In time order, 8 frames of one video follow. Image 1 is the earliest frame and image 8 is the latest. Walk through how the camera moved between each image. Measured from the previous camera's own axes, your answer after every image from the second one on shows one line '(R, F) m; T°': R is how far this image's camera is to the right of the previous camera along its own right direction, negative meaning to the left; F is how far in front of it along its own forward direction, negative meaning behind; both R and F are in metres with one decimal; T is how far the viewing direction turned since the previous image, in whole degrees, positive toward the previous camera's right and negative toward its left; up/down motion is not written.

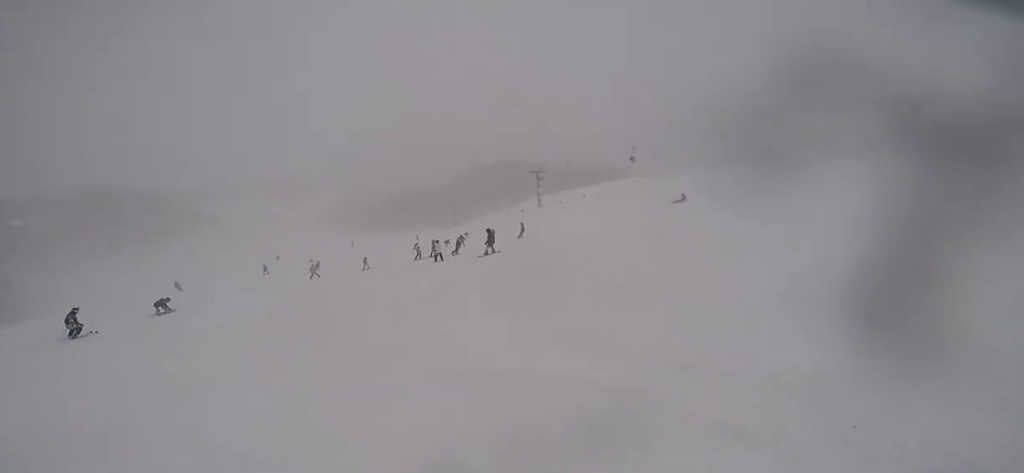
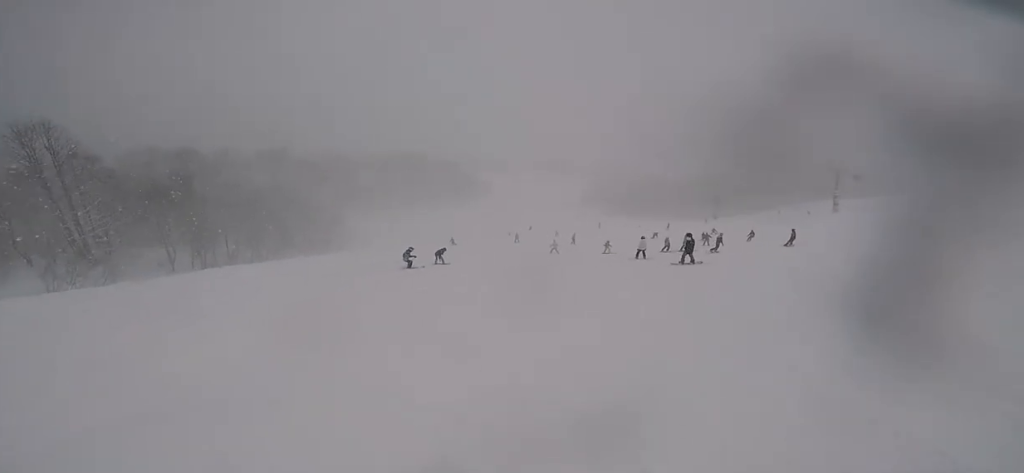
(-1.0, +2.4) m; -25°
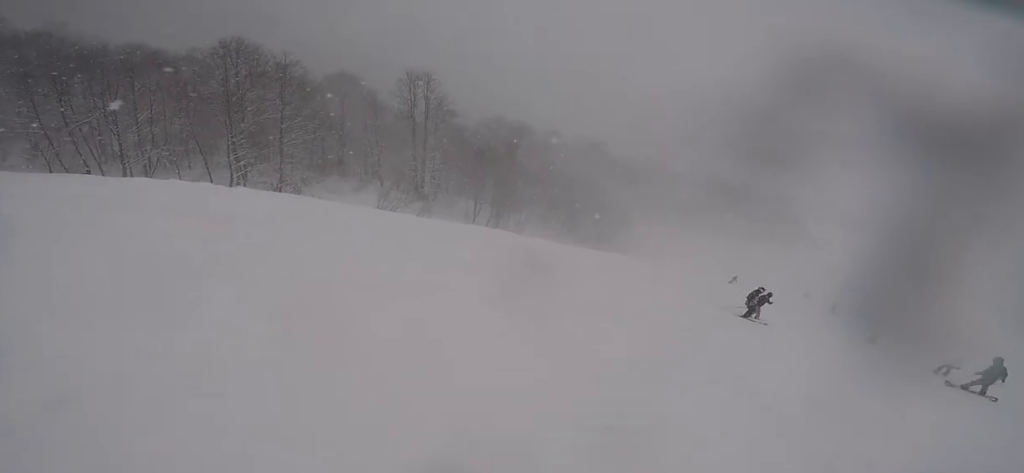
(-0.4, +4.2) m; -16°
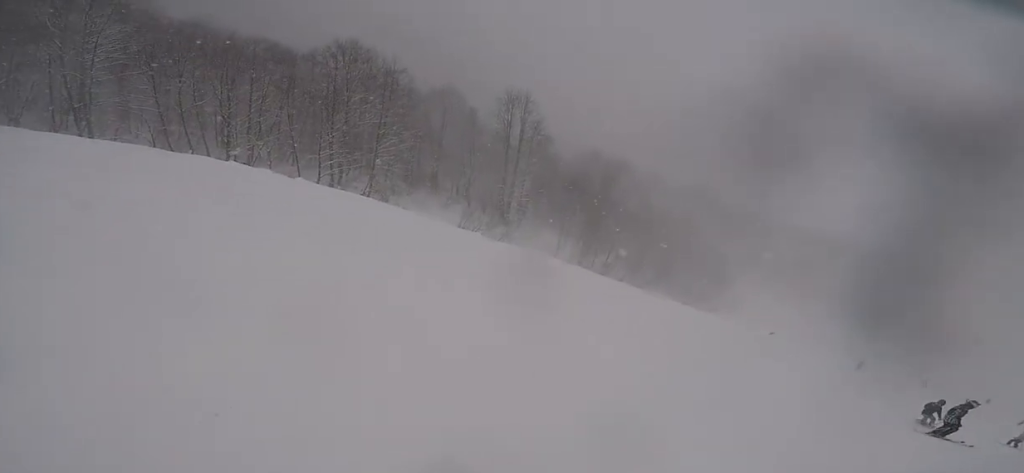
(-0.6, +2.5) m; -4°
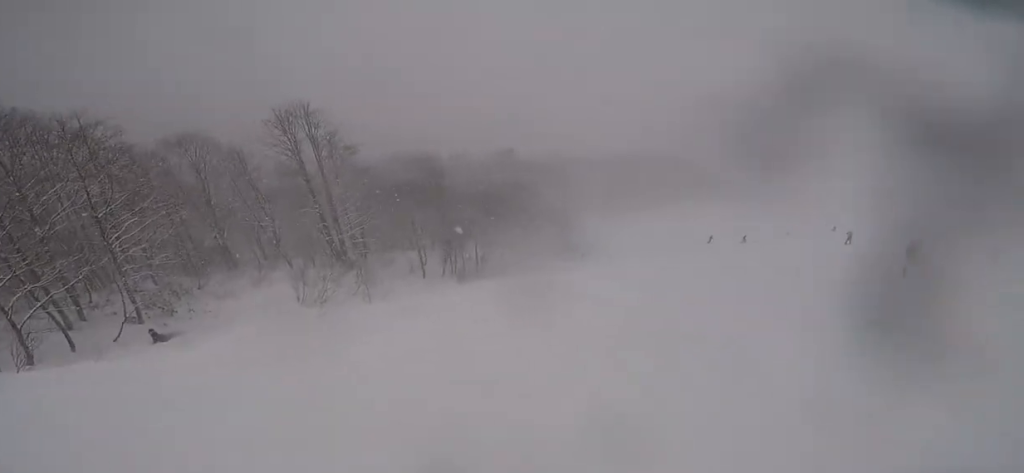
(+1.4, +8.7) m; +58°
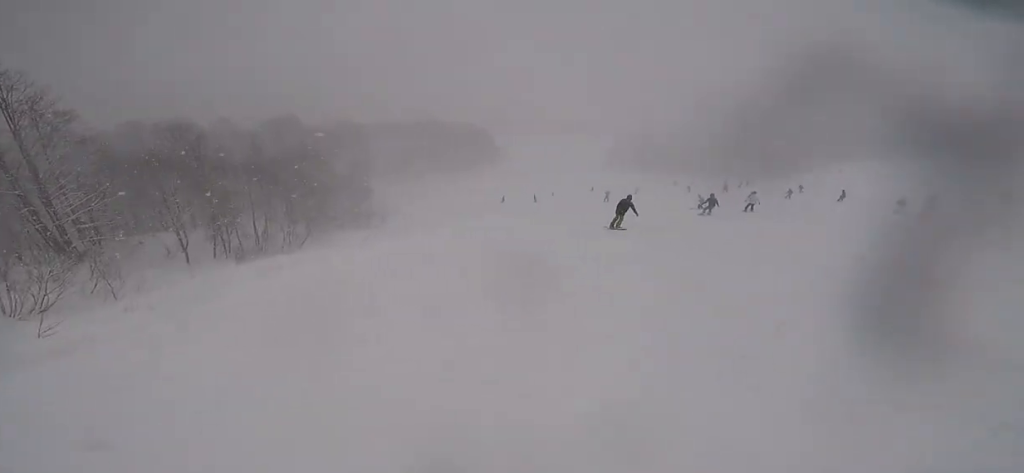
(+0.8, +2.4) m; +24°
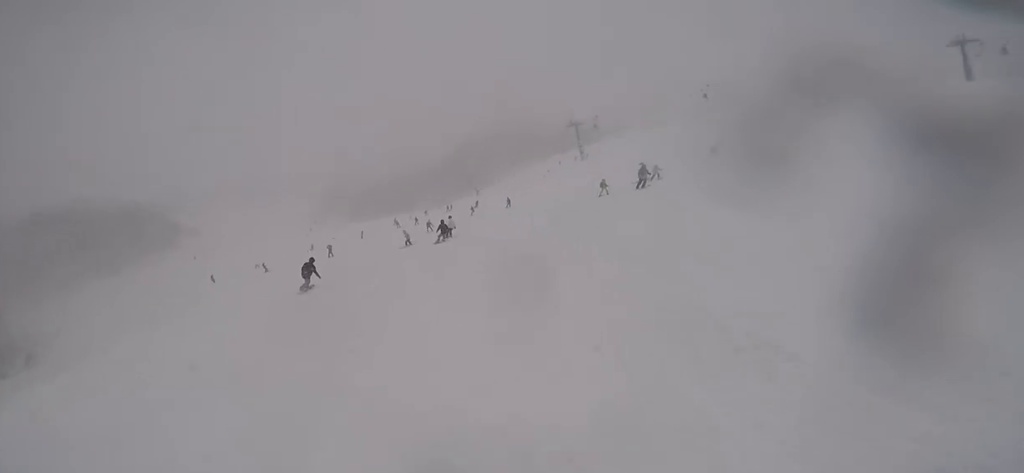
(+0.9, +4.8) m; +21°
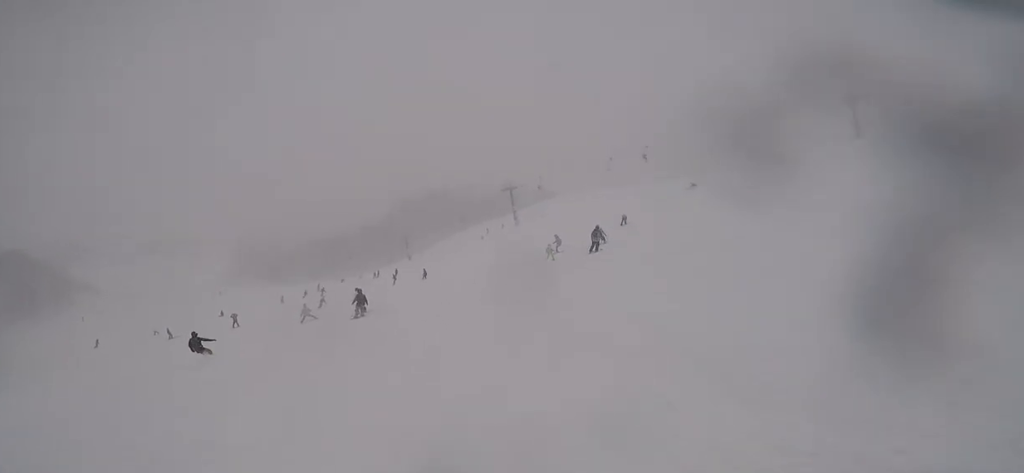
(+0.5, +3.1) m; +9°
